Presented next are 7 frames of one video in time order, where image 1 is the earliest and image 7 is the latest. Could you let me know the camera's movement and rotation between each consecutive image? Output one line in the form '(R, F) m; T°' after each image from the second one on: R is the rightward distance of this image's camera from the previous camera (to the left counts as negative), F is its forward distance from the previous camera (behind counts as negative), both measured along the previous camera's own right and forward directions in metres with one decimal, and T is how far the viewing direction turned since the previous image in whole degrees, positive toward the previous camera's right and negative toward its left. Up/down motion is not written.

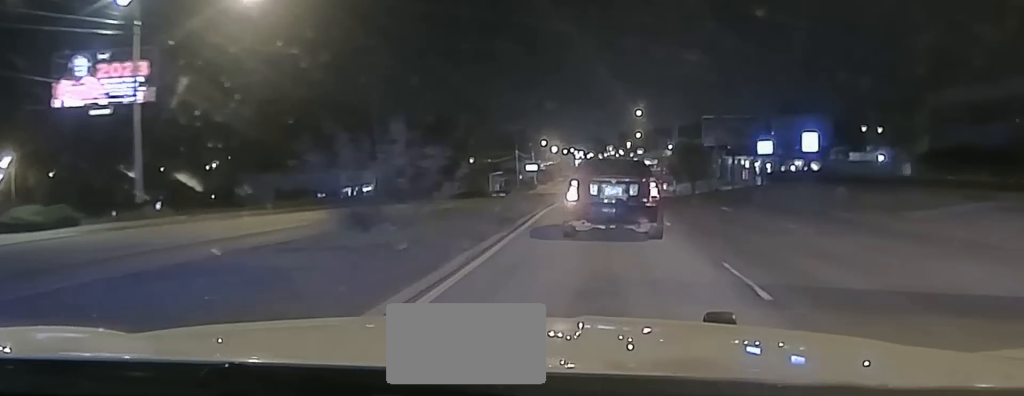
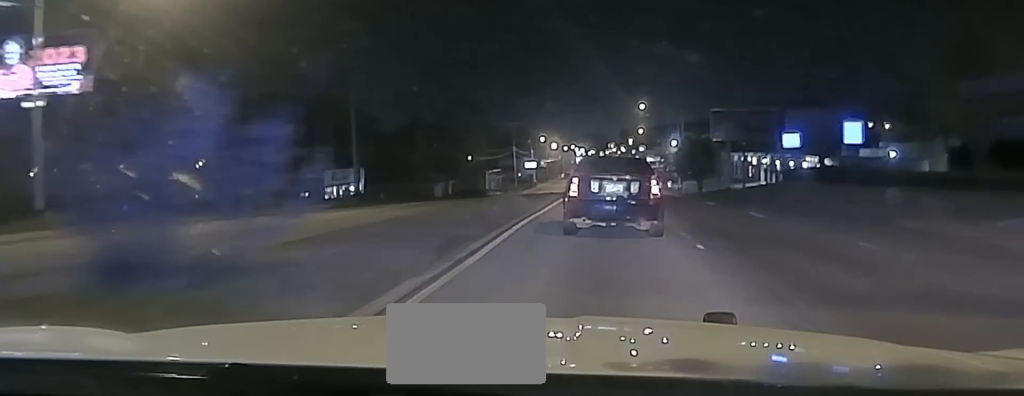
(0.0, +6.0) m; 0°
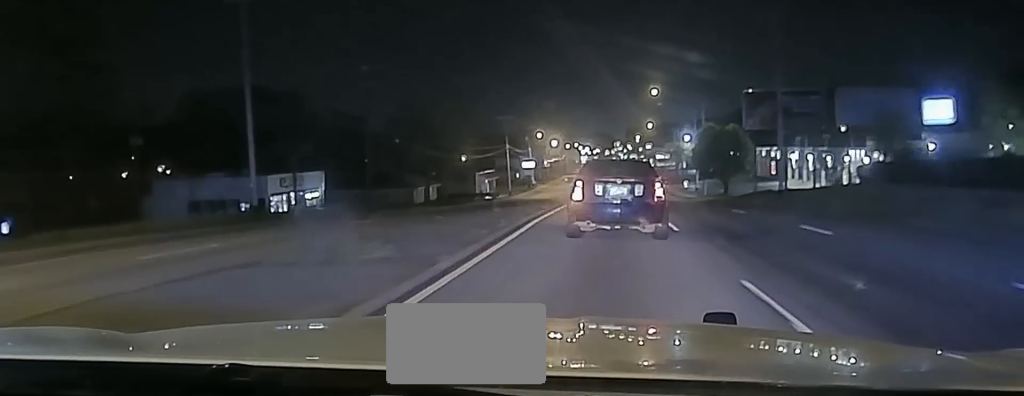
(+0.2, +17.4) m; 0°
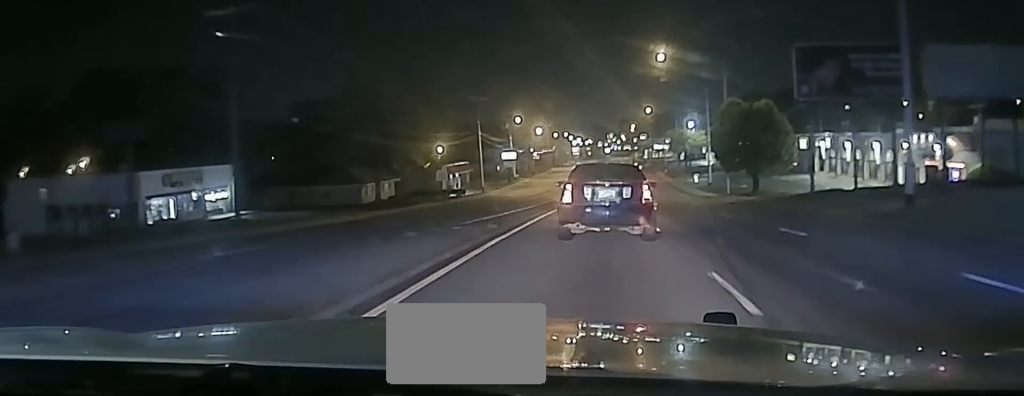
(-0.2, +24.4) m; 0°
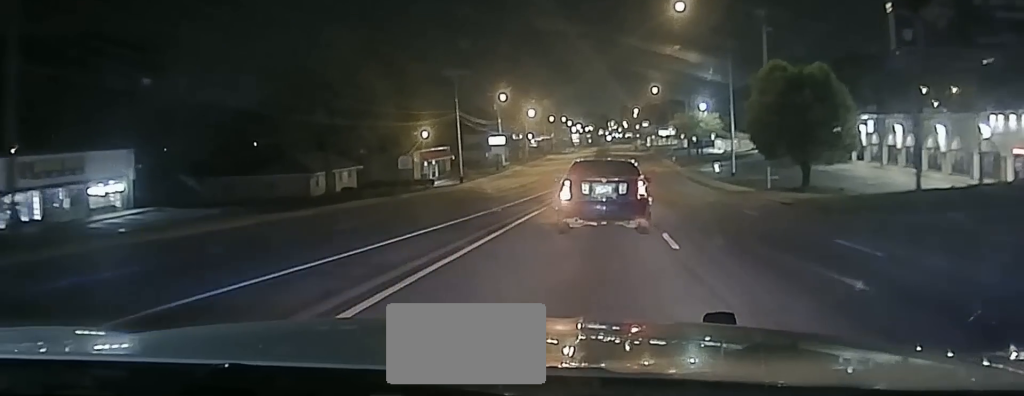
(+0.3, +21.1) m; 0°
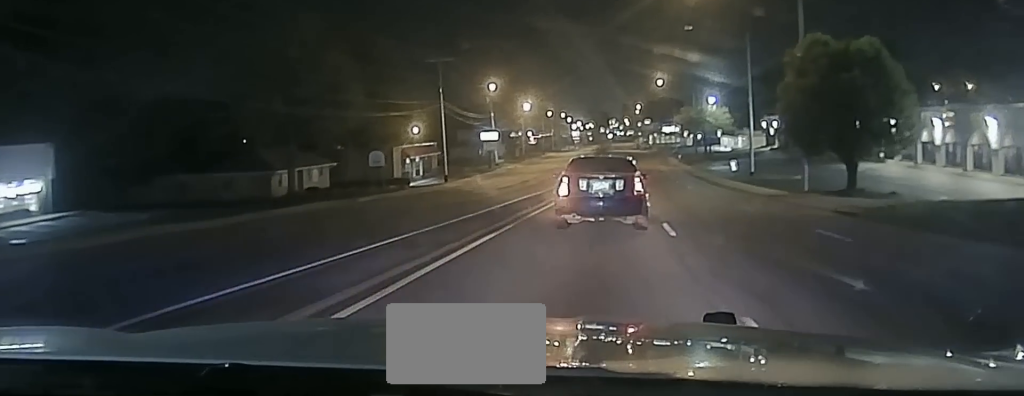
(0.0, +11.5) m; 0°
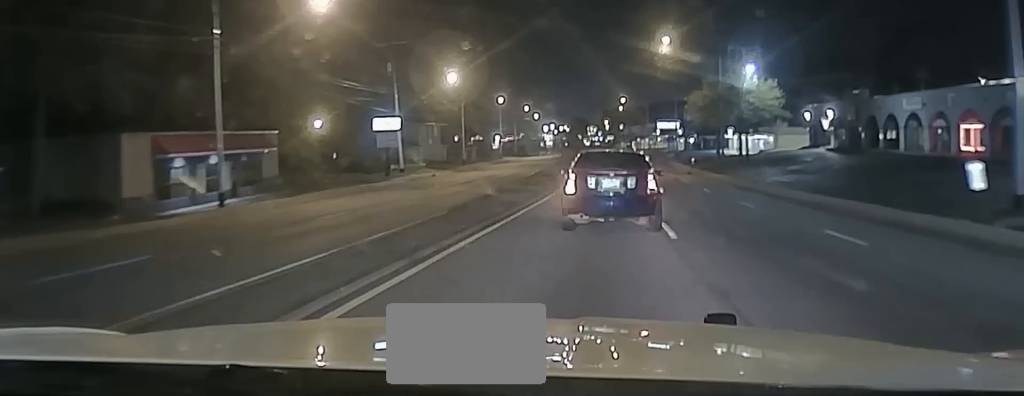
(-1.1, +49.9) m; -2°
